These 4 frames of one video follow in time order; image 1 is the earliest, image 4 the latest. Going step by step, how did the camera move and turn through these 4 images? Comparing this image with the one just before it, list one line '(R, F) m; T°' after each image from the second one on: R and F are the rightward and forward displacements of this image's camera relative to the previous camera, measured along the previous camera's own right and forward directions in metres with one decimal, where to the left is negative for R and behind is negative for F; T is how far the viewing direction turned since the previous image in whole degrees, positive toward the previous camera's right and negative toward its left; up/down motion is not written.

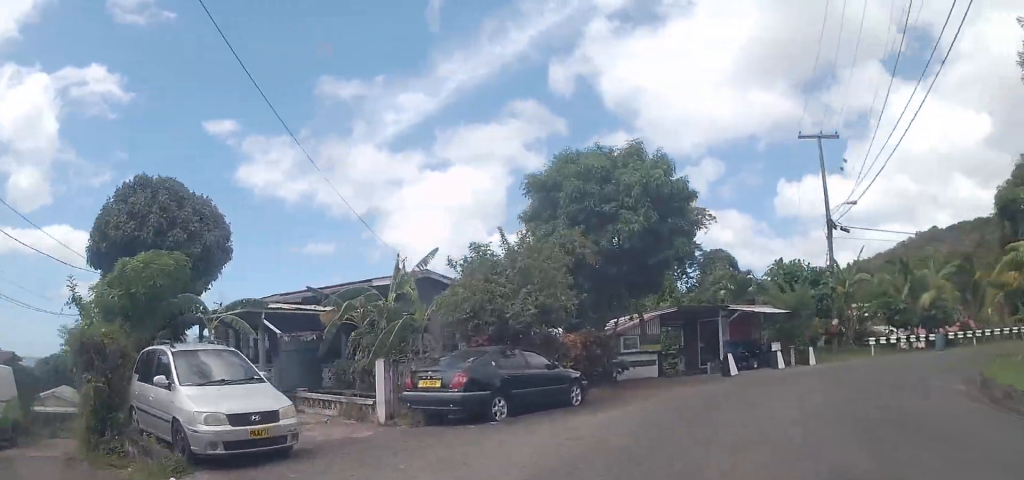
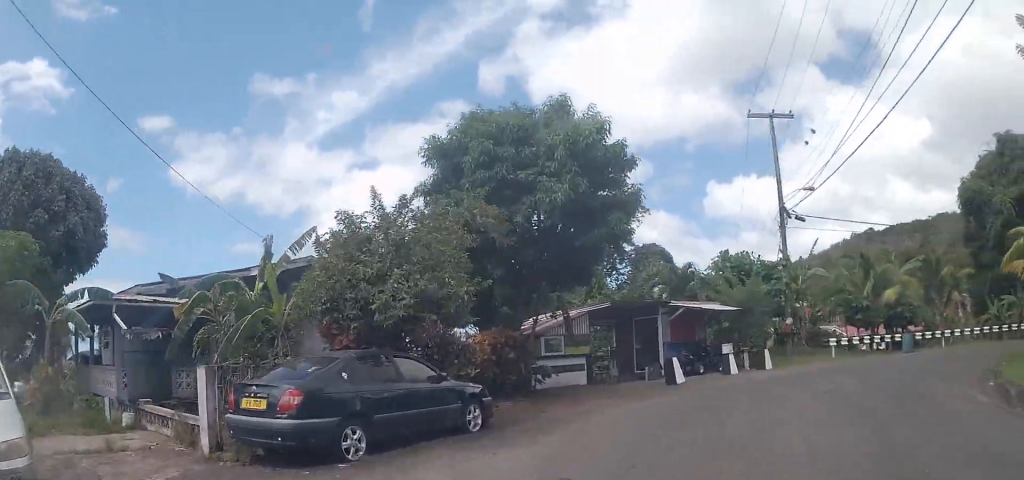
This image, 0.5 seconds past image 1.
(+0.1, +3.5) m; +7°
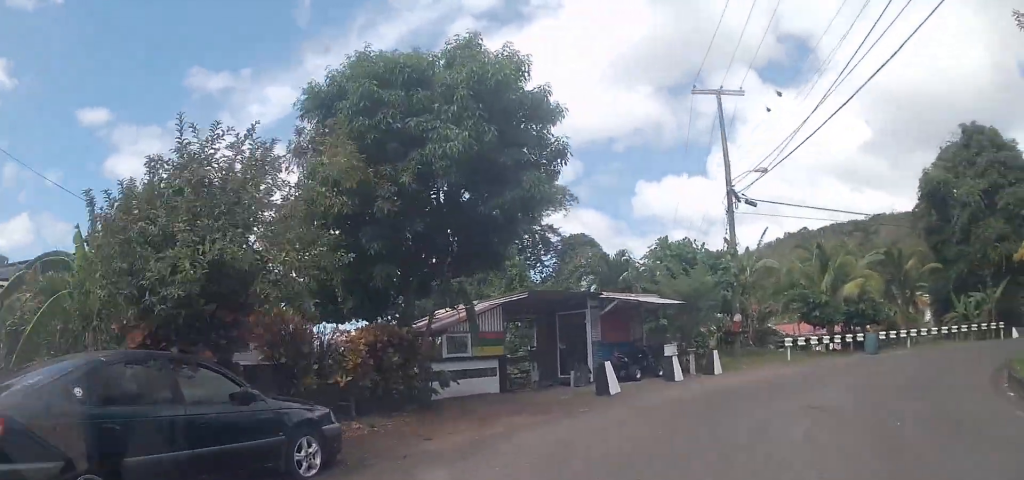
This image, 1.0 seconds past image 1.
(+0.6, +3.3) m; +8°
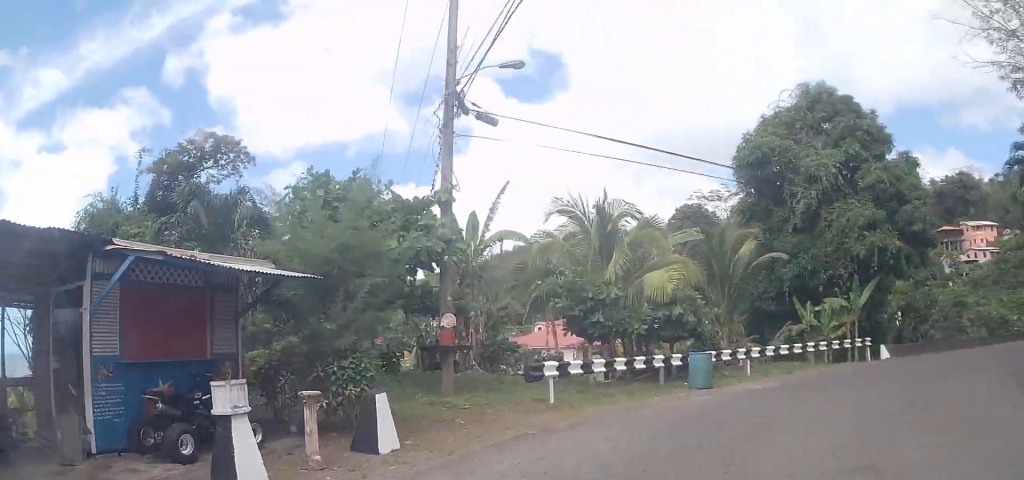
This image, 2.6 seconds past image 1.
(+2.0, +11.0) m; +25°
